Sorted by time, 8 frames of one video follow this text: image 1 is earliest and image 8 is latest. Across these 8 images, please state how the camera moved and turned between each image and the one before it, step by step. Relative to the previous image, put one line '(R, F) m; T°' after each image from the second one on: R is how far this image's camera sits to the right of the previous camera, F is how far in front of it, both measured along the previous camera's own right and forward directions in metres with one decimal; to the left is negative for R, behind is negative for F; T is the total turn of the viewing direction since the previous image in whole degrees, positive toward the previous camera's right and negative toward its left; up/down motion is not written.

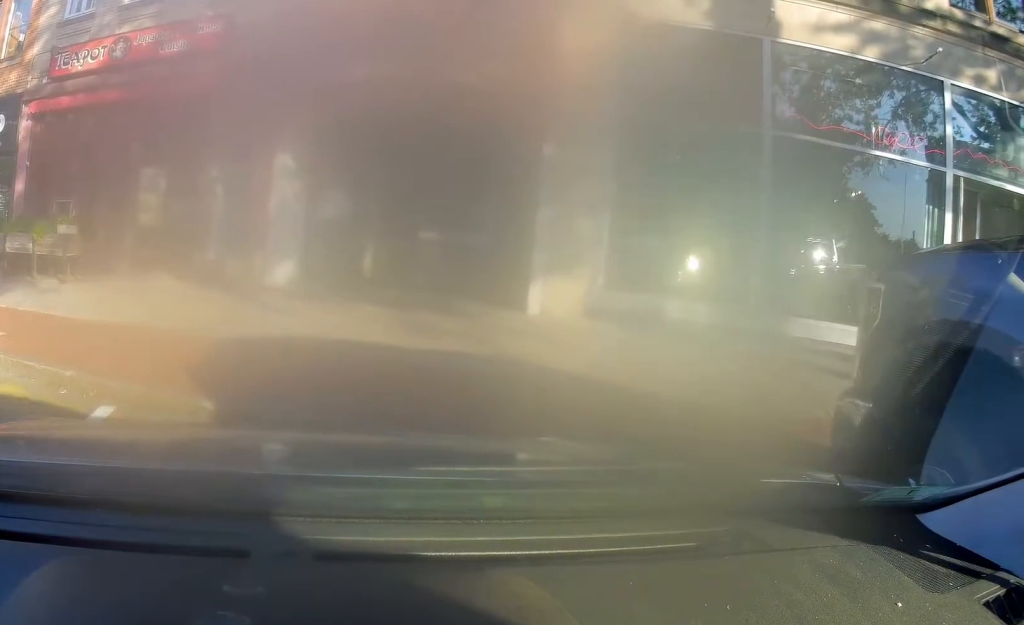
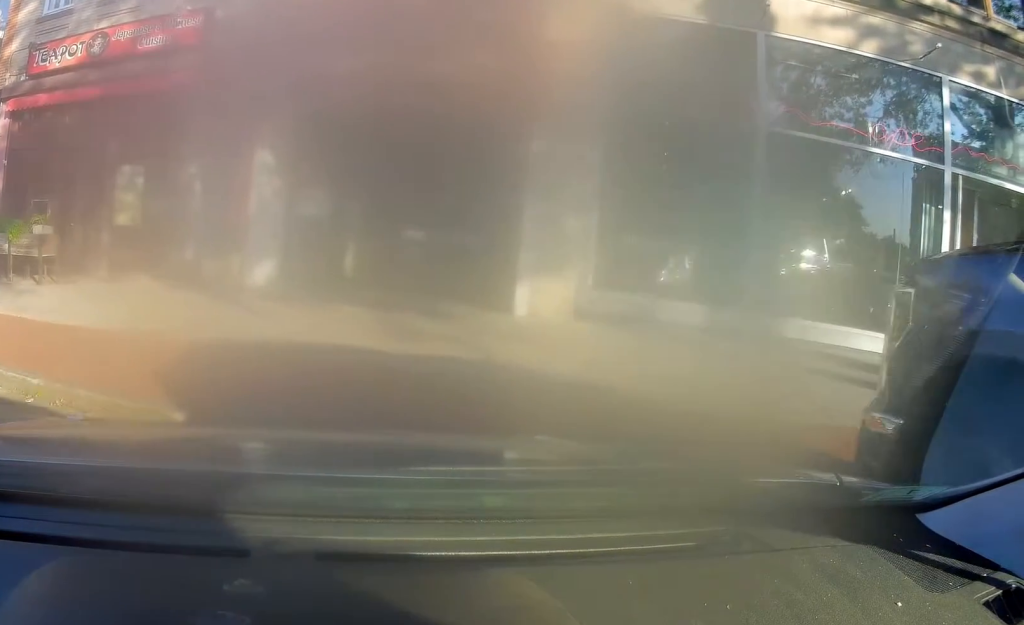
(0.0, +0.5) m; 0°
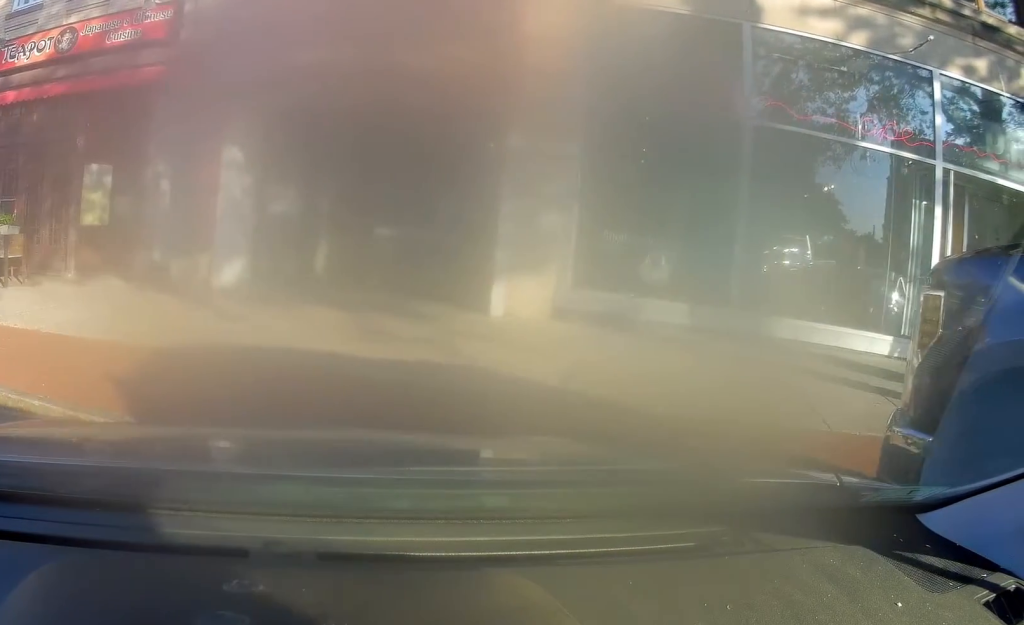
(+0.1, +0.5) m; 0°
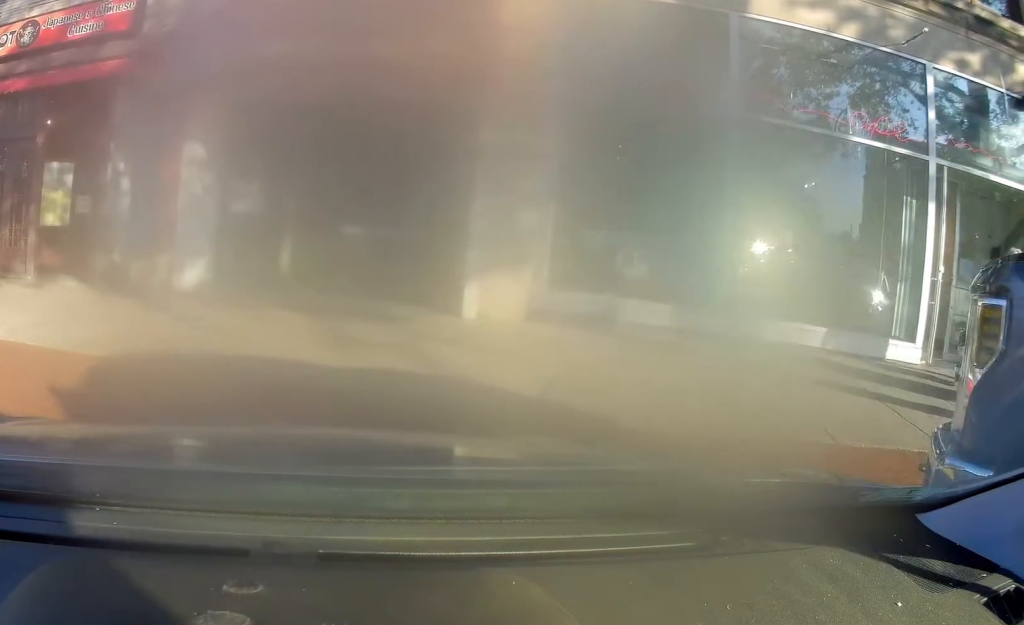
(+0.1, +0.4) m; 0°
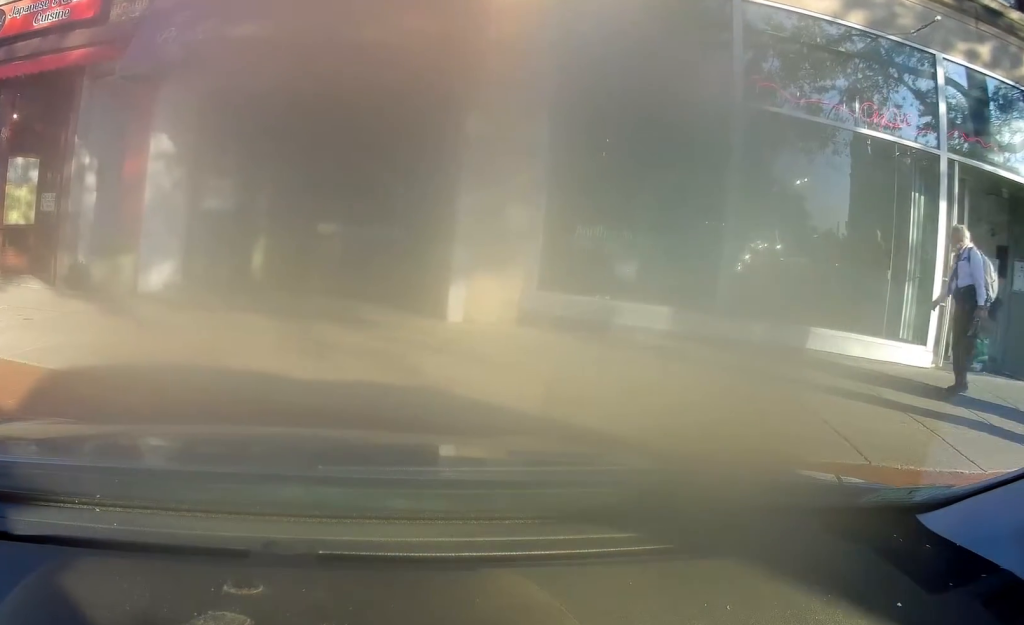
(0.0, +0.4) m; 0°
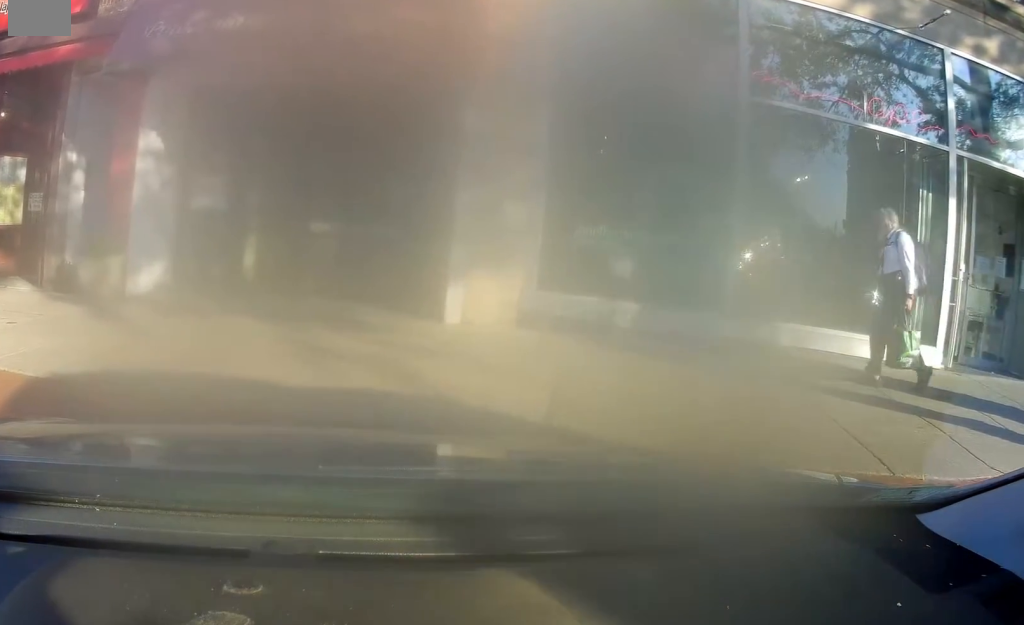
(-0.1, +0.3) m; 0°
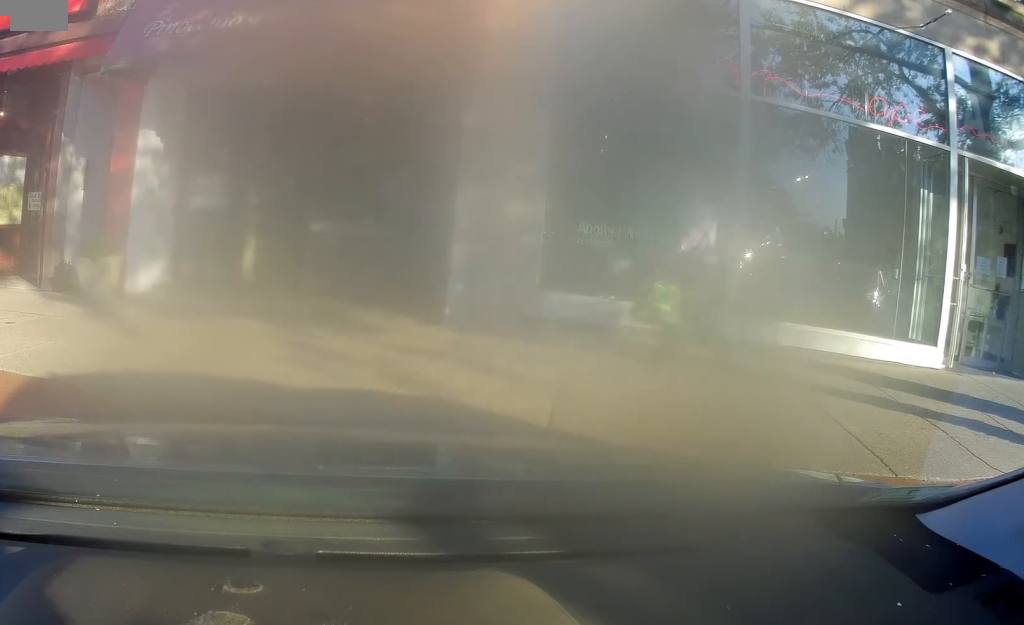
(-0.2, +0.4) m; 0°
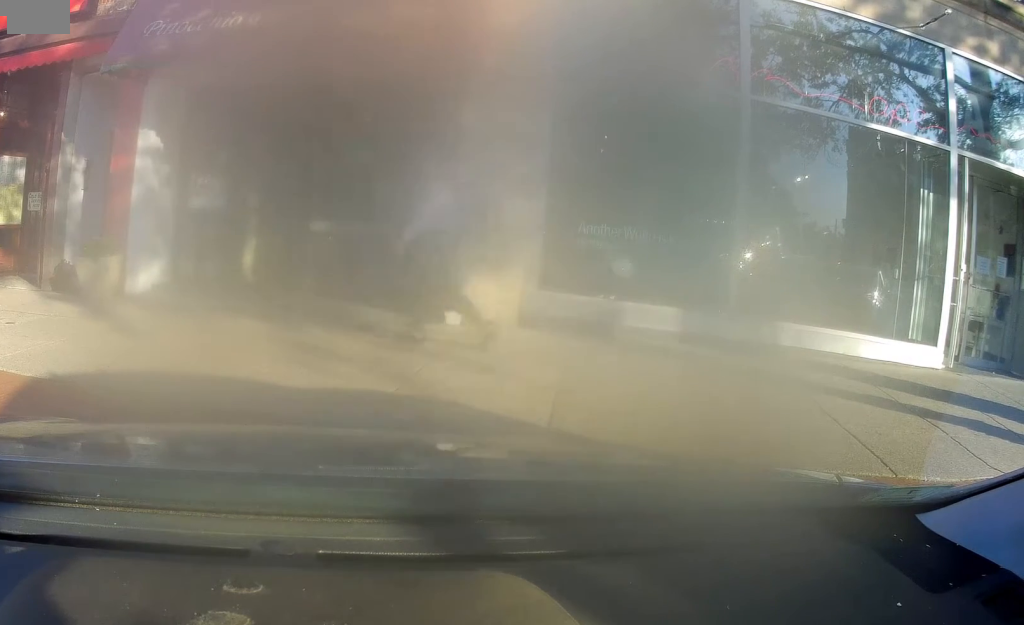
(0.0, 0.0) m; 0°
